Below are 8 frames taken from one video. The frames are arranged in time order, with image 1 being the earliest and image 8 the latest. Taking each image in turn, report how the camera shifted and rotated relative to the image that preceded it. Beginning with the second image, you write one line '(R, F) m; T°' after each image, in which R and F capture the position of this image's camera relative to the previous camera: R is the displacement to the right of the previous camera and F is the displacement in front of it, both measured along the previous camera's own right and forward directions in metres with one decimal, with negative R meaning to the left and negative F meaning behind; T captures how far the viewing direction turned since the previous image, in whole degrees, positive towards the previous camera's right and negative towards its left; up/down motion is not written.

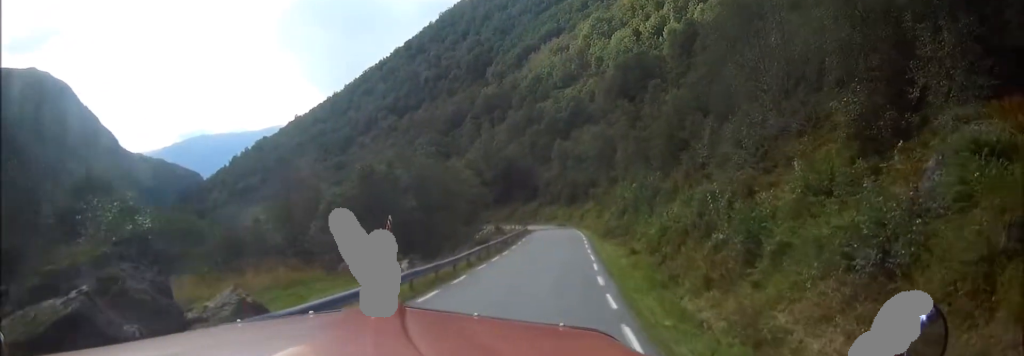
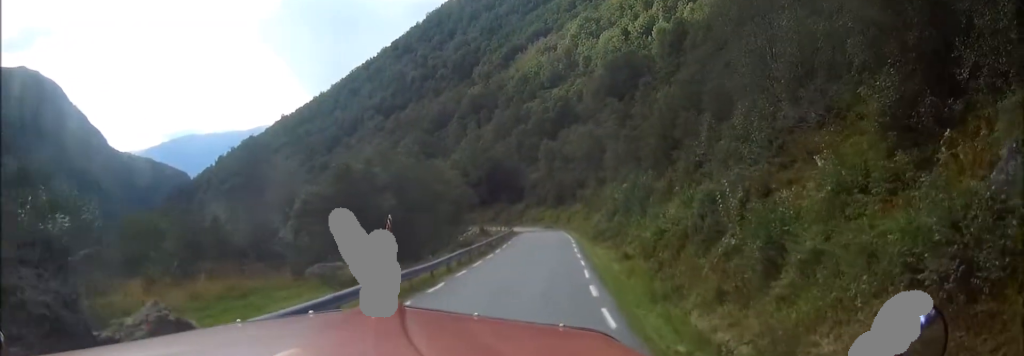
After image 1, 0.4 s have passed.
(0.0, +2.8) m; +2°
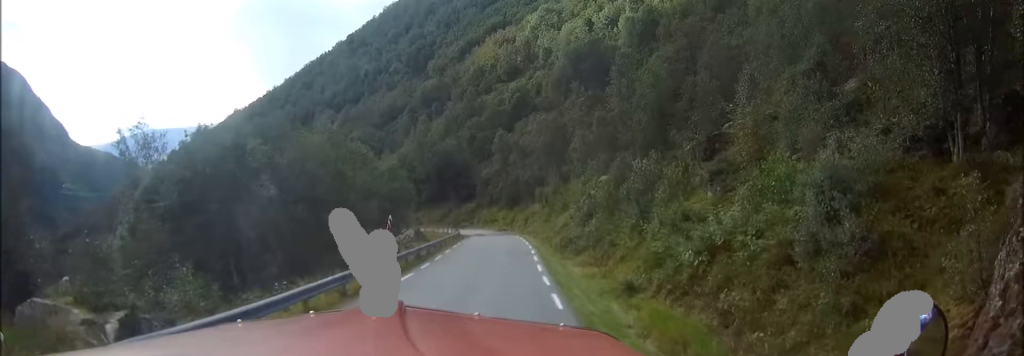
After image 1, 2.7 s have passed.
(0.0, +16.9) m; -6°
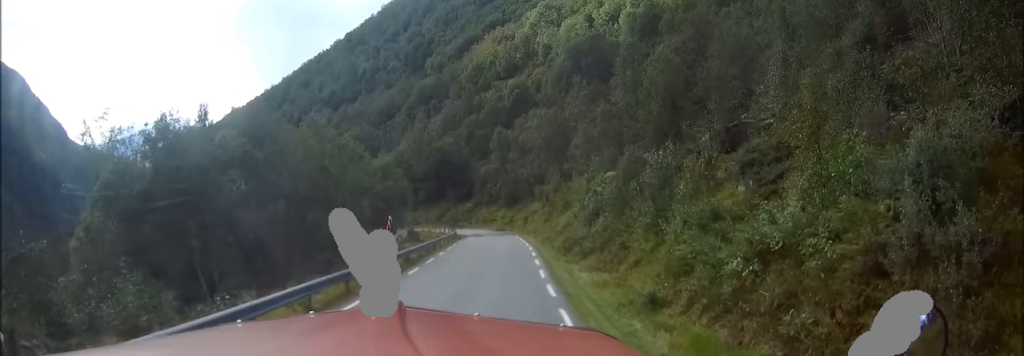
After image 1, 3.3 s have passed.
(-0.1, +4.0) m; -1°
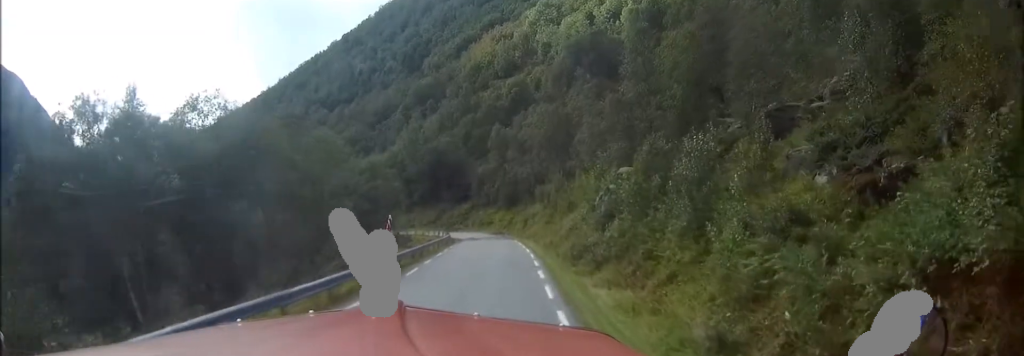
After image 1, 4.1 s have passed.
(-0.1, +6.6) m; -2°
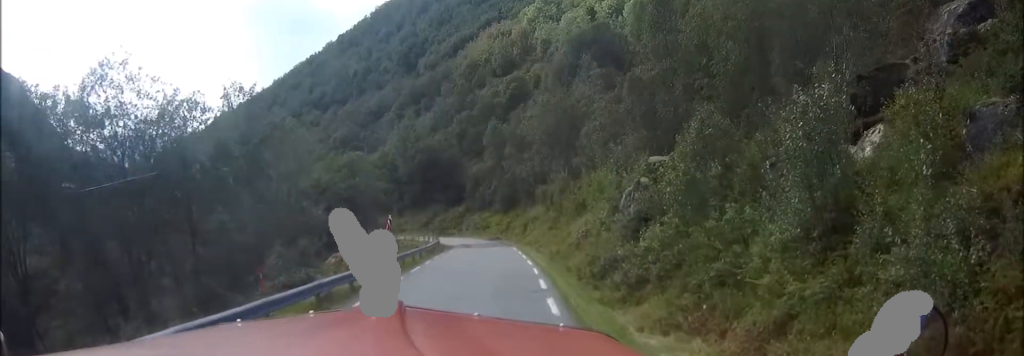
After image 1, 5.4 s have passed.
(-0.2, +9.6) m; -2°
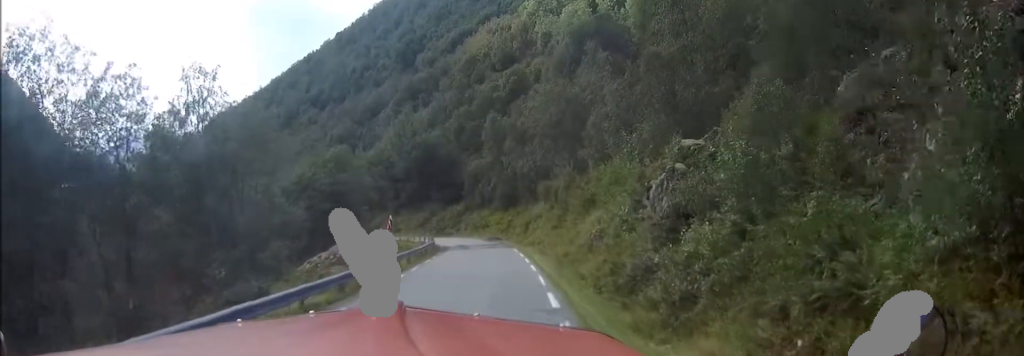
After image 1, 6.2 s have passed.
(0.0, +5.7) m; +2°
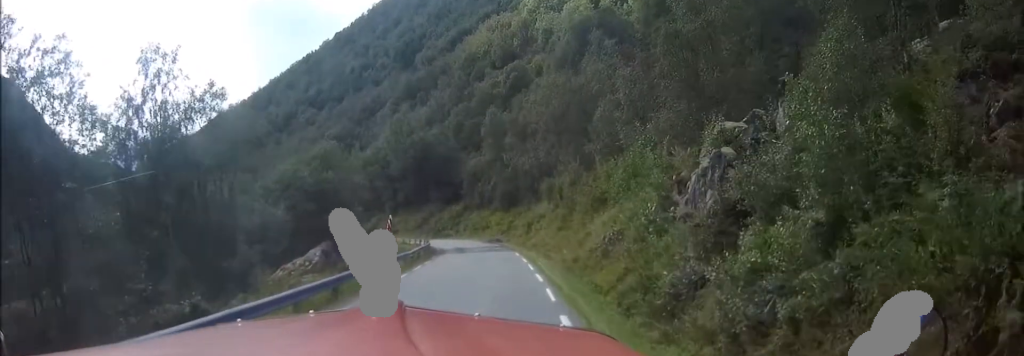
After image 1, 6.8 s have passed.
(0.0, +4.5) m; +3°
